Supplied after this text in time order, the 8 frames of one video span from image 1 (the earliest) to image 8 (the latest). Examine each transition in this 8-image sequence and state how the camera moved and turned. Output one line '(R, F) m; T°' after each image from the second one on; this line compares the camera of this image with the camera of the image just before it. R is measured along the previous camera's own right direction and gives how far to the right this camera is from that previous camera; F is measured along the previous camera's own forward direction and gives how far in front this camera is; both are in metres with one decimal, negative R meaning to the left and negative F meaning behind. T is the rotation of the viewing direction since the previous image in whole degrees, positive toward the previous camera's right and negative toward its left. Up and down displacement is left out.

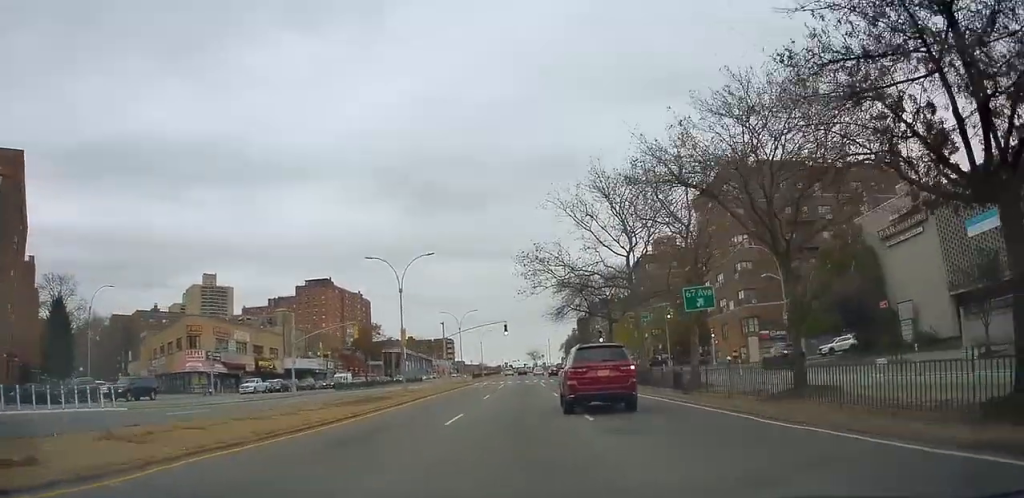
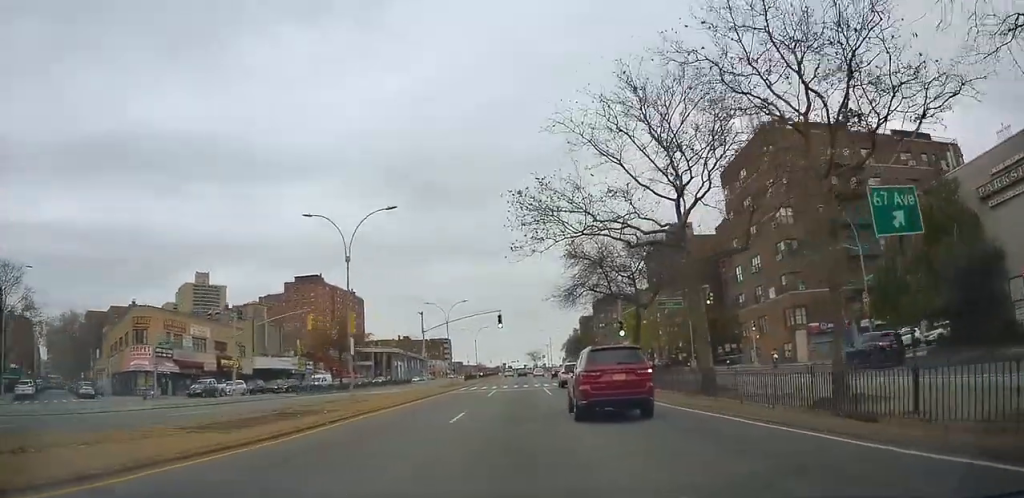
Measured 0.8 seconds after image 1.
(+0.1, +11.4) m; 0°
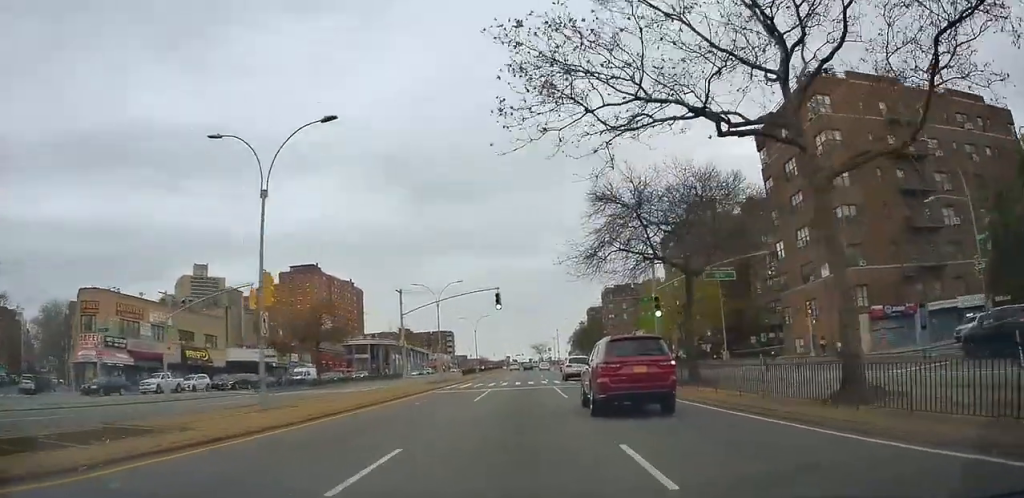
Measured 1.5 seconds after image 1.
(+0.1, +9.8) m; 0°
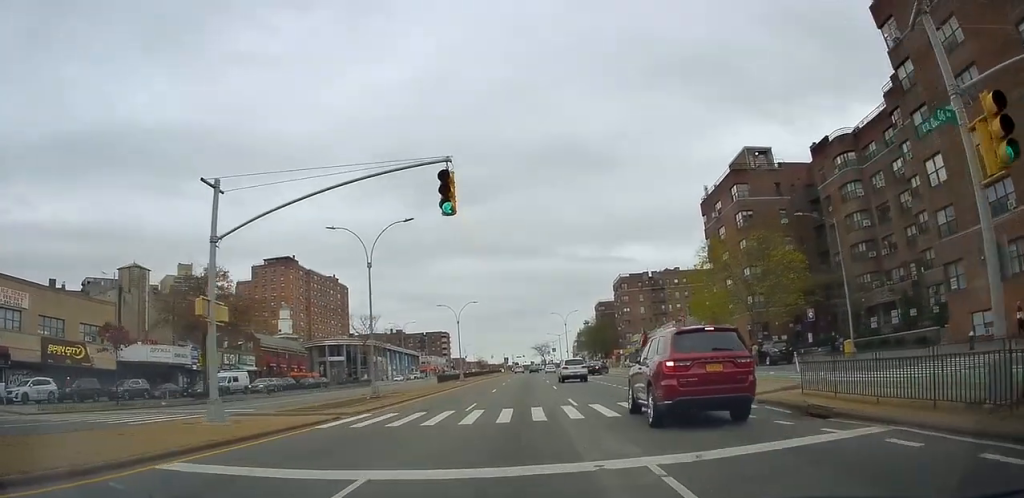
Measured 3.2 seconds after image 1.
(+0.4, +24.2) m; +1°
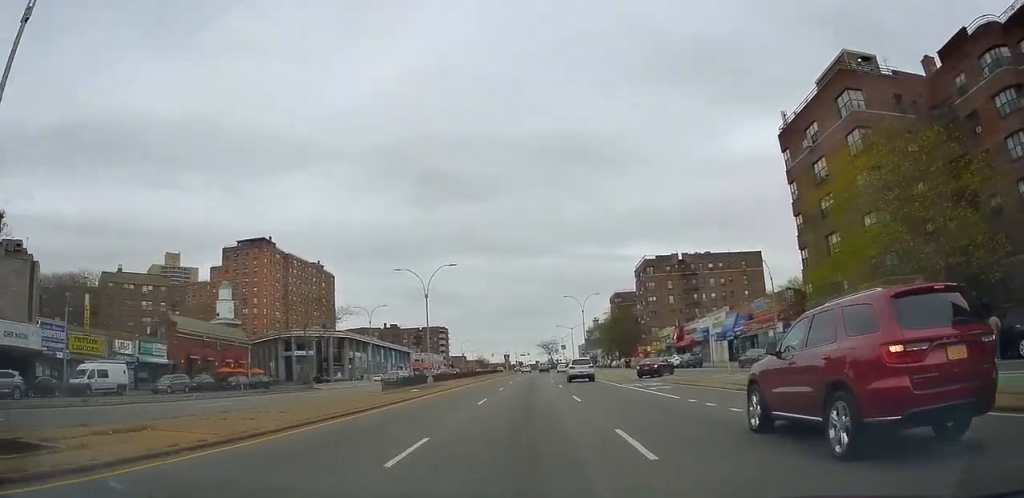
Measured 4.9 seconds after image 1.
(-0.4, +23.6) m; -1°
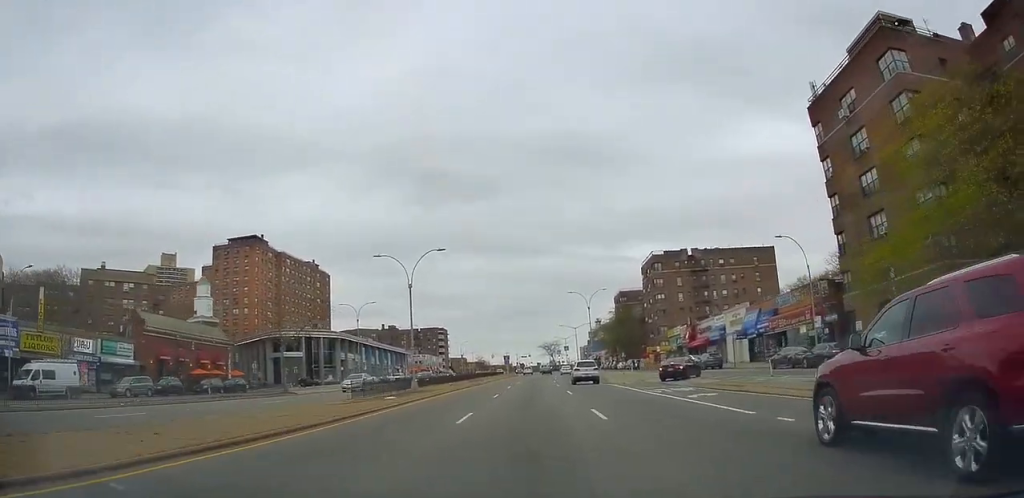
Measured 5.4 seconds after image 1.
(+0.1, +6.3) m; 0°
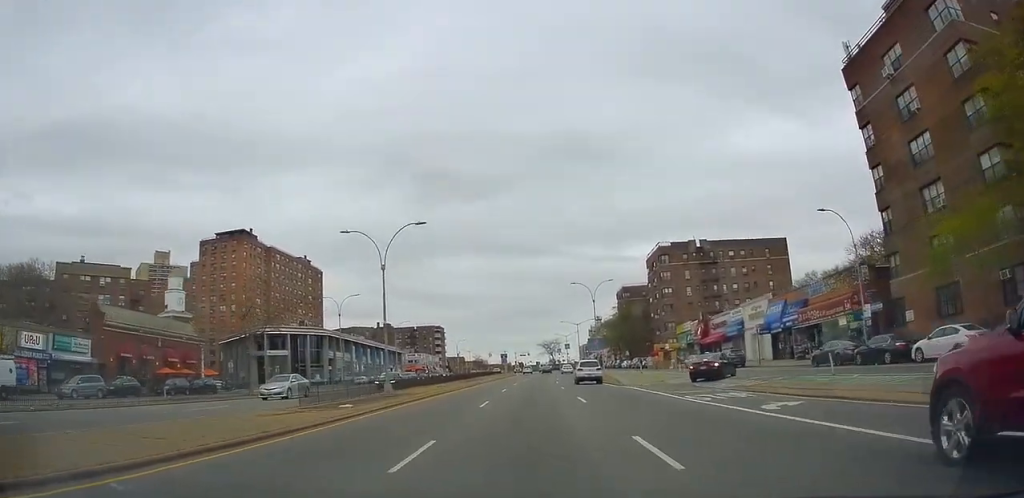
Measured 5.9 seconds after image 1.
(-0.2, +6.5) m; 0°
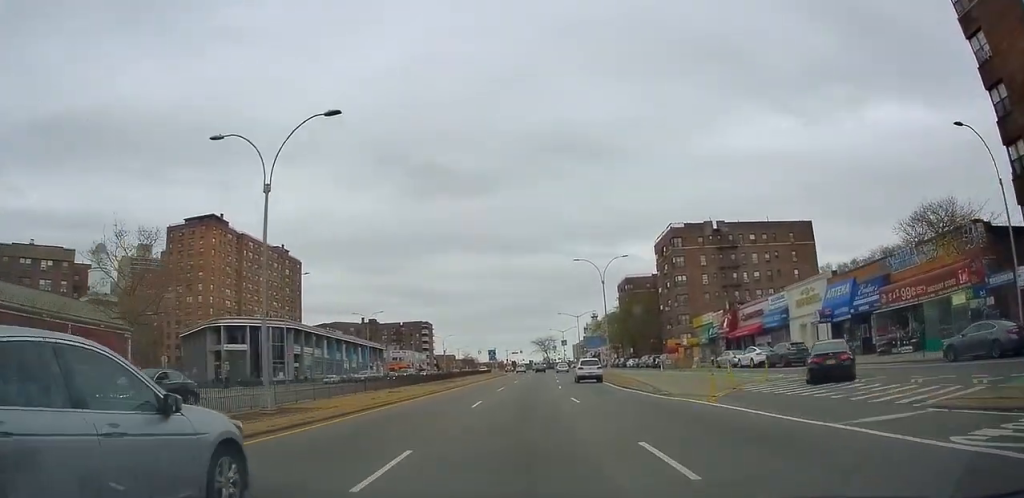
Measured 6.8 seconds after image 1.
(0.0, +13.8) m; 0°
